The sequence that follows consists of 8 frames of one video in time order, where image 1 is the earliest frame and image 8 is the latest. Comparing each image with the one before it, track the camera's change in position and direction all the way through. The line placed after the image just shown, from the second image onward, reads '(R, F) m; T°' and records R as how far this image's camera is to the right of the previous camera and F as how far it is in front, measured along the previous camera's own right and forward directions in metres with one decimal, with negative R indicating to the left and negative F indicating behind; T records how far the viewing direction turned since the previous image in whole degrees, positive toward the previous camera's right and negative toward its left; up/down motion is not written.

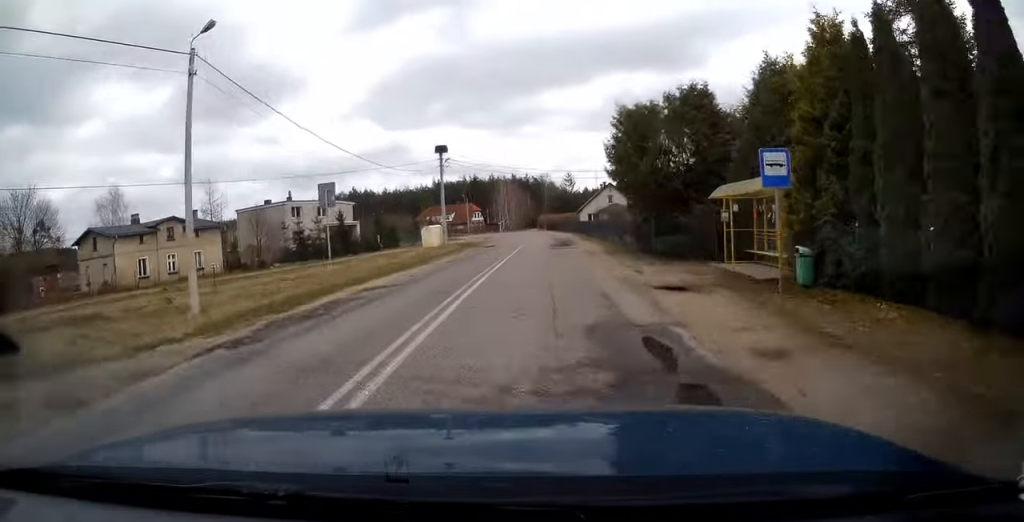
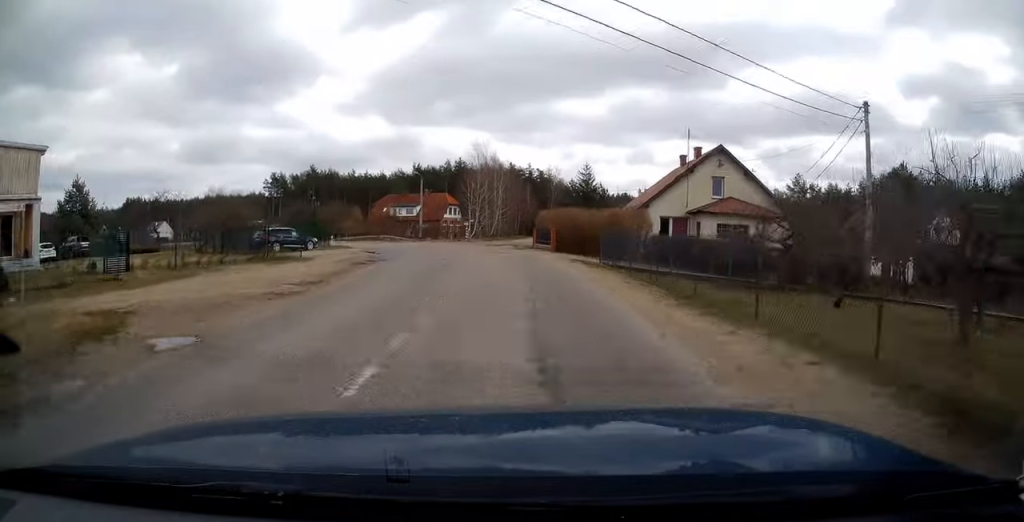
(+0.4, +55.8) m; -5°
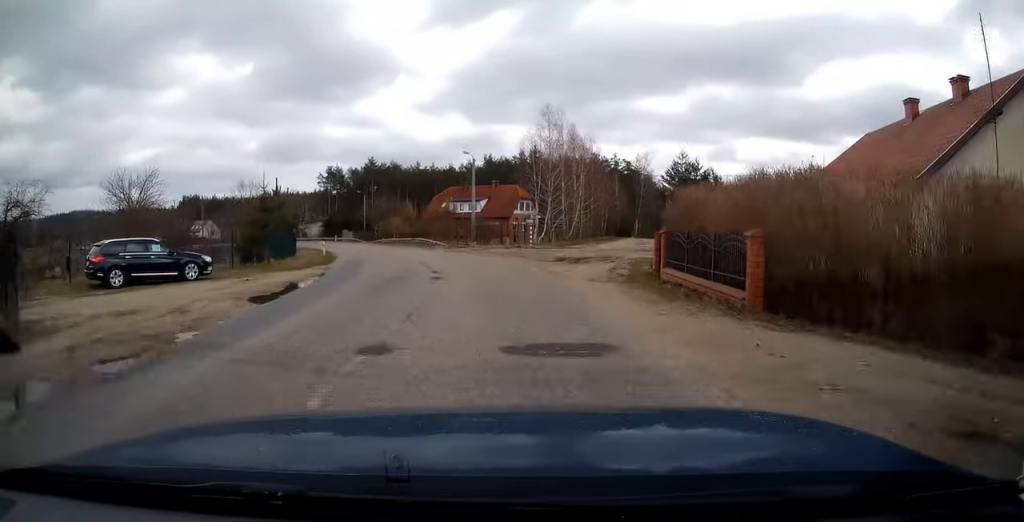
(-1.5, +21.9) m; -7°
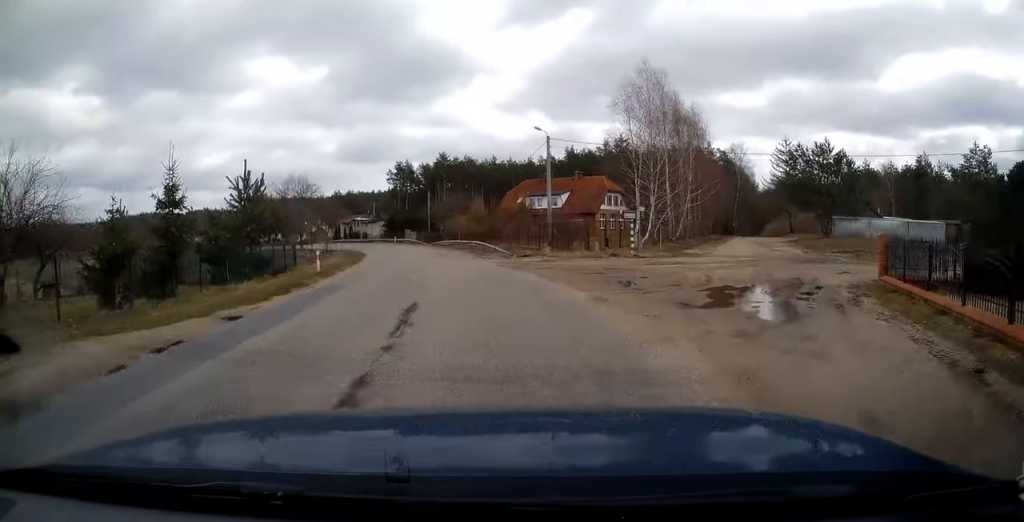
(-0.1, +14.5) m; -5°
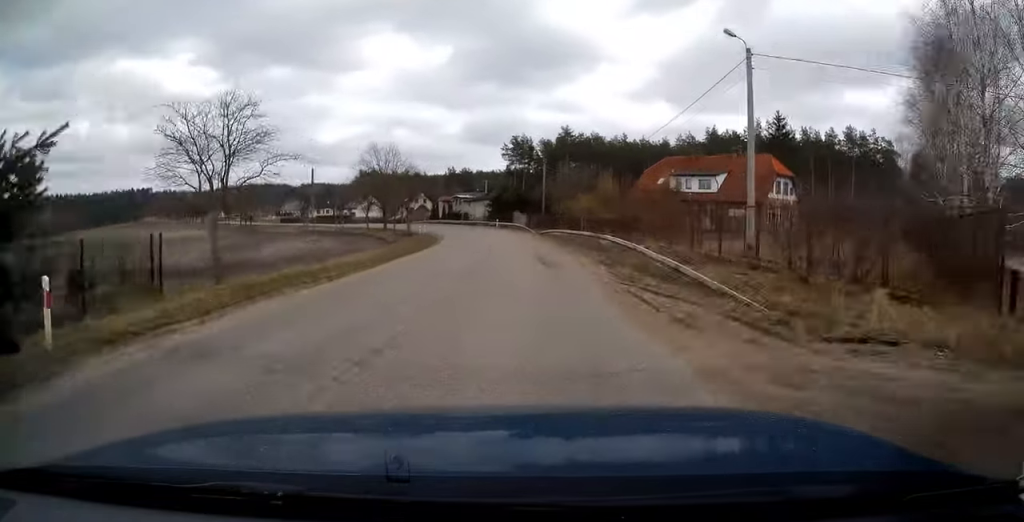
(-2.0, +21.1) m; -7°
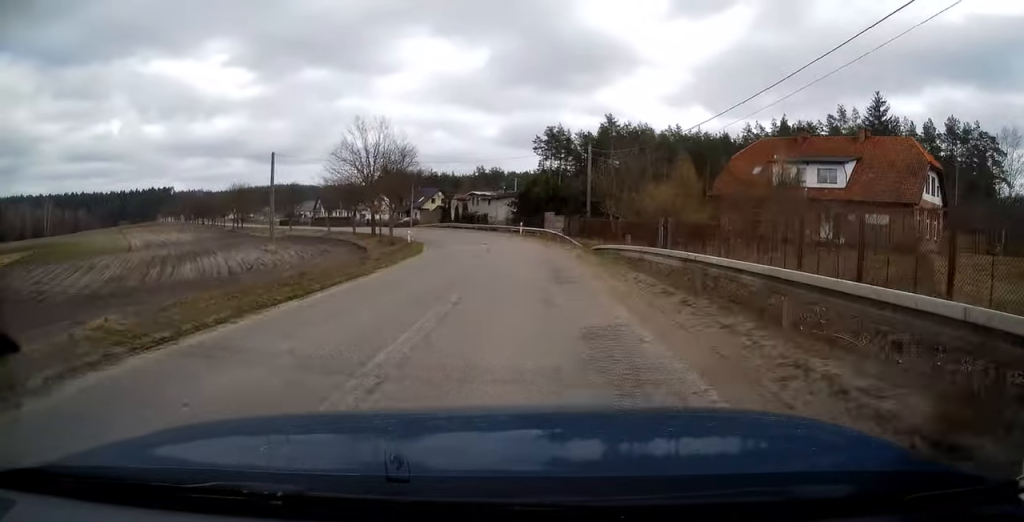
(-1.3, +23.0) m; -7°
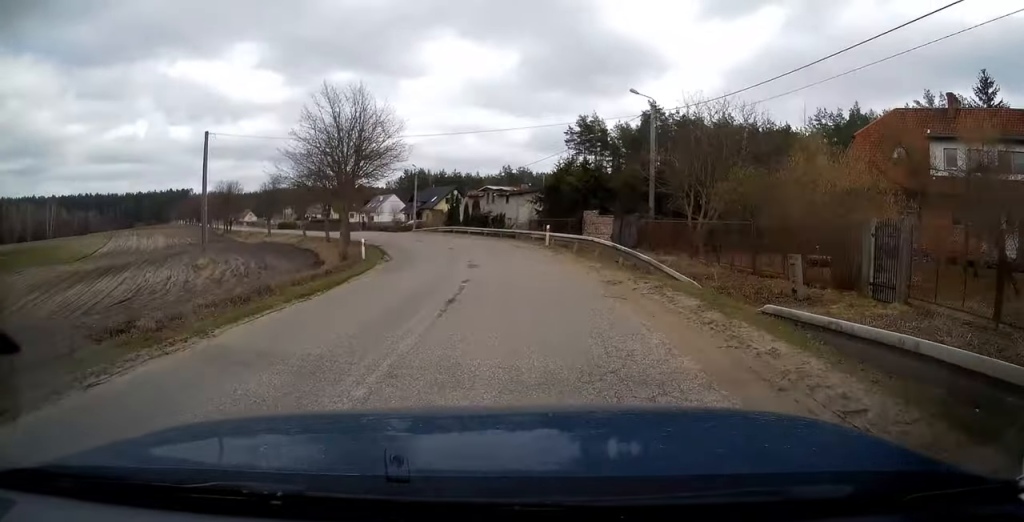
(-0.8, +18.7) m; -5°
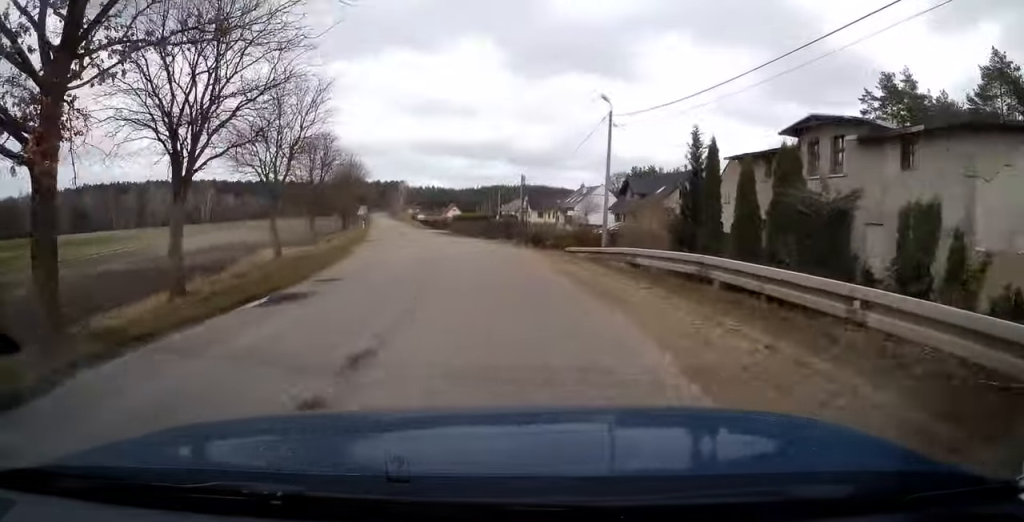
(-4.9, +45.3) m; -19°
